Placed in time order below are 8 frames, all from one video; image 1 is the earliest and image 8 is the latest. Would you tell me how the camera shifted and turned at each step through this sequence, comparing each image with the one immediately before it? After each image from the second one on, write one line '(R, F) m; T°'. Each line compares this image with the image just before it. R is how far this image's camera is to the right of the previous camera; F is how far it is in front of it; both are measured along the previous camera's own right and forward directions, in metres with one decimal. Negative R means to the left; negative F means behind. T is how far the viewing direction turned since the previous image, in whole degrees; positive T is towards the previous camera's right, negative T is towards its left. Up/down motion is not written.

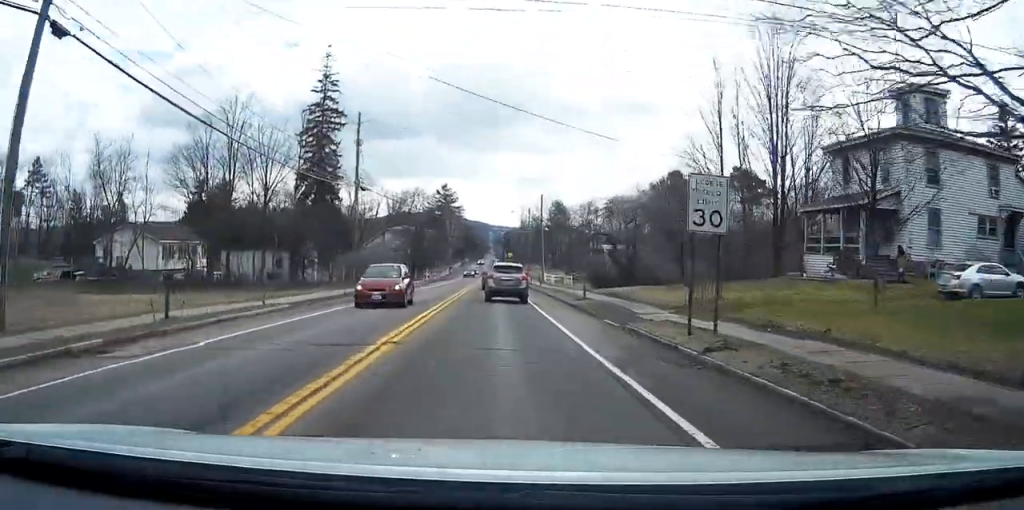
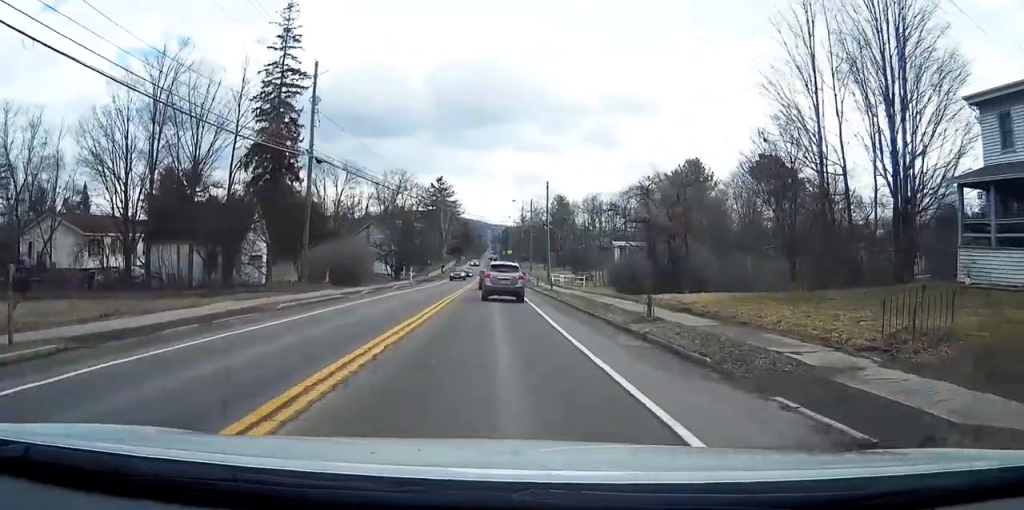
(0.0, +14.4) m; 0°
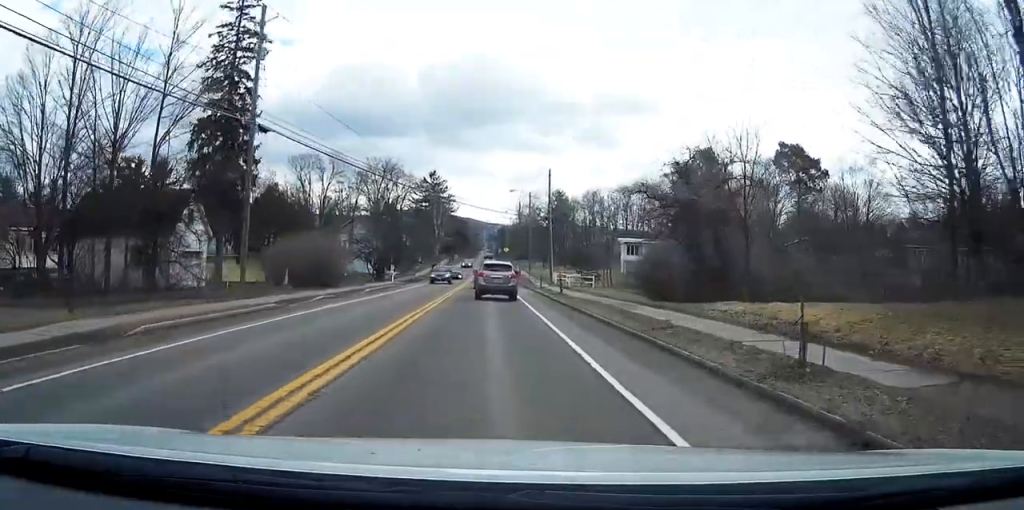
(0.0, +10.1) m; 0°
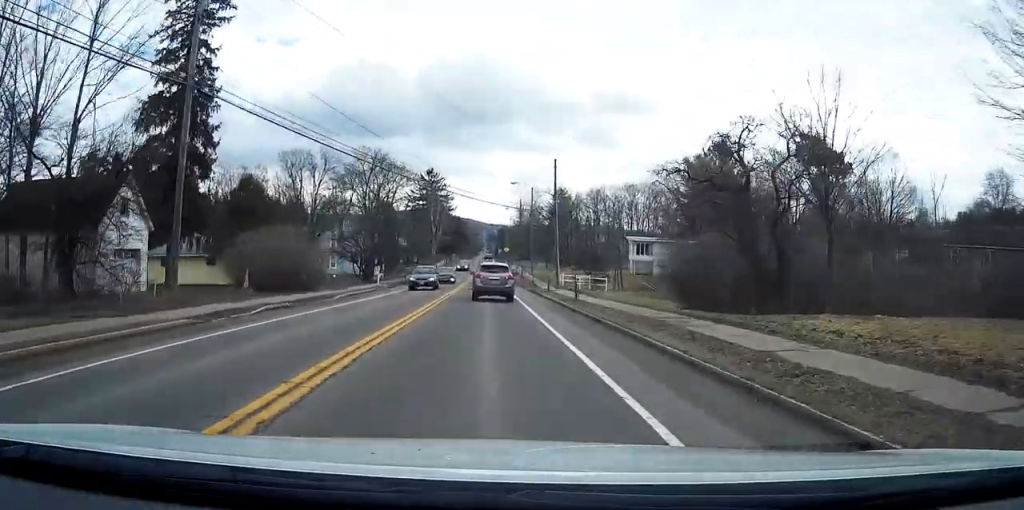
(0.0, +7.6) m; 0°
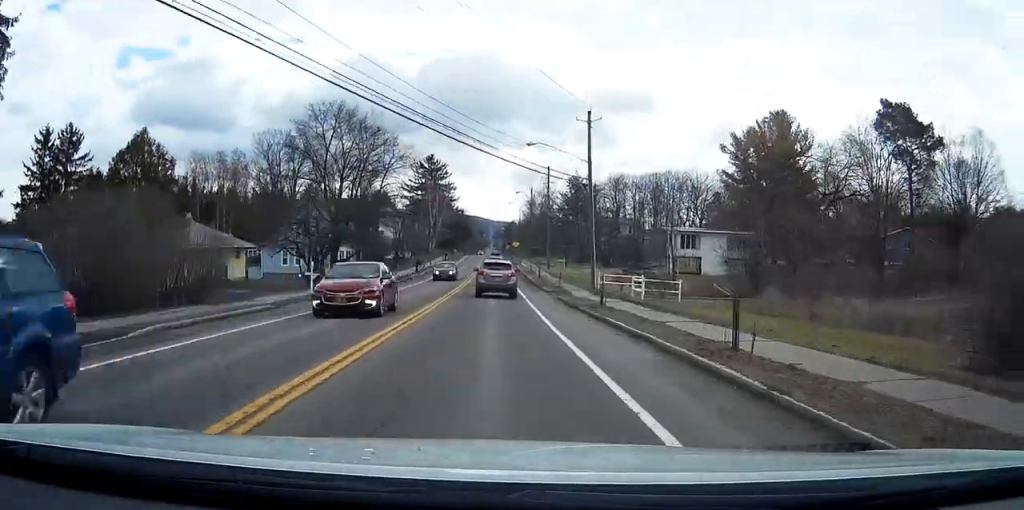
(-0.2, +21.5) m; -1°
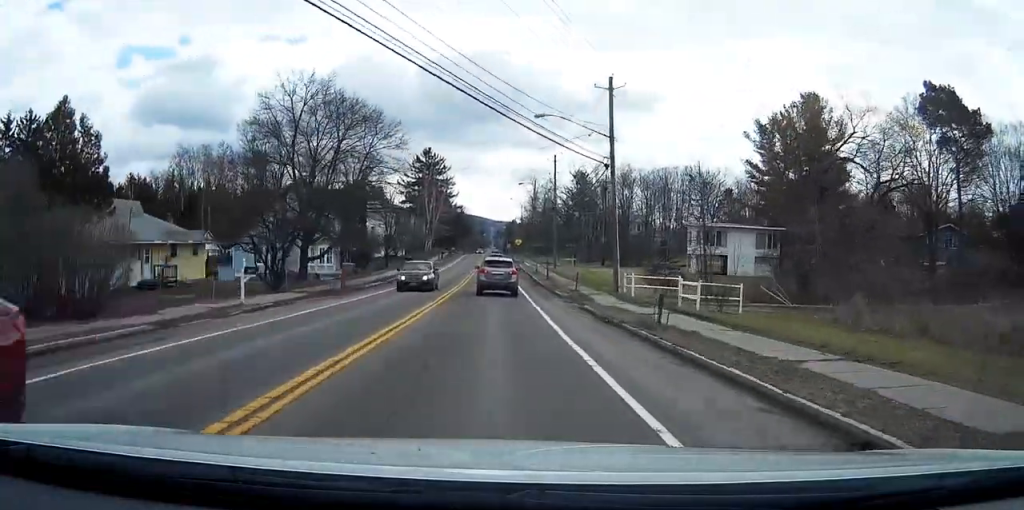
(0.0, +9.3) m; 0°
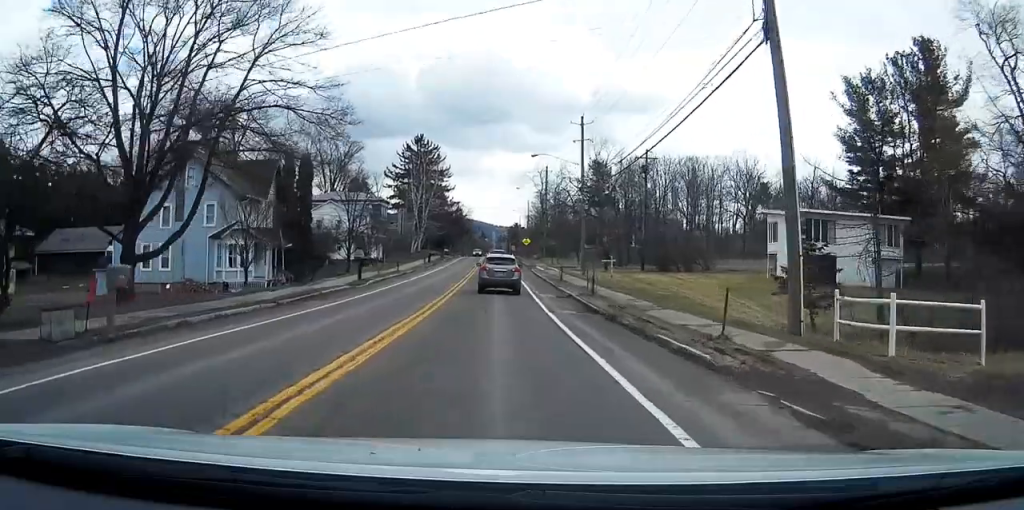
(+0.2, +24.5) m; 0°
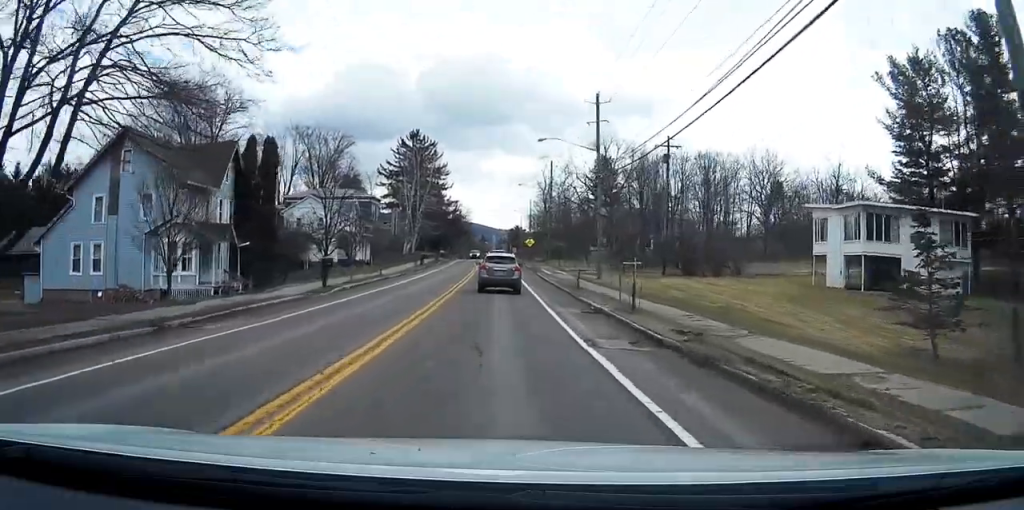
(-0.1, +8.9) m; 0°
